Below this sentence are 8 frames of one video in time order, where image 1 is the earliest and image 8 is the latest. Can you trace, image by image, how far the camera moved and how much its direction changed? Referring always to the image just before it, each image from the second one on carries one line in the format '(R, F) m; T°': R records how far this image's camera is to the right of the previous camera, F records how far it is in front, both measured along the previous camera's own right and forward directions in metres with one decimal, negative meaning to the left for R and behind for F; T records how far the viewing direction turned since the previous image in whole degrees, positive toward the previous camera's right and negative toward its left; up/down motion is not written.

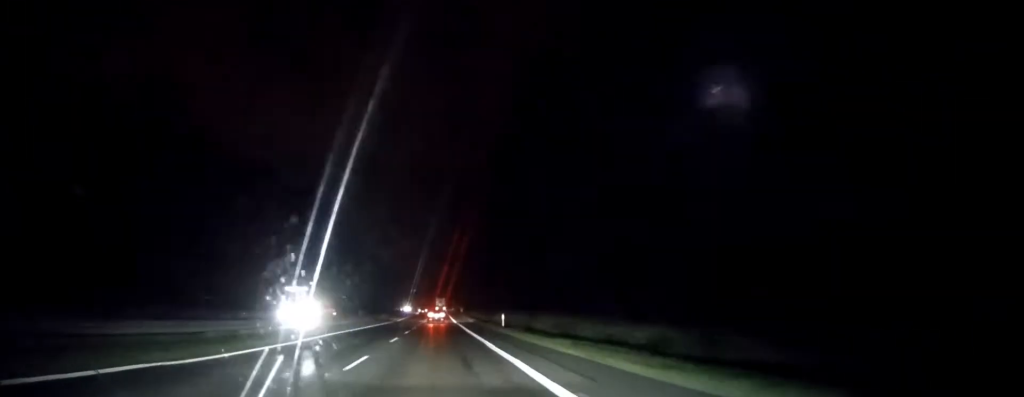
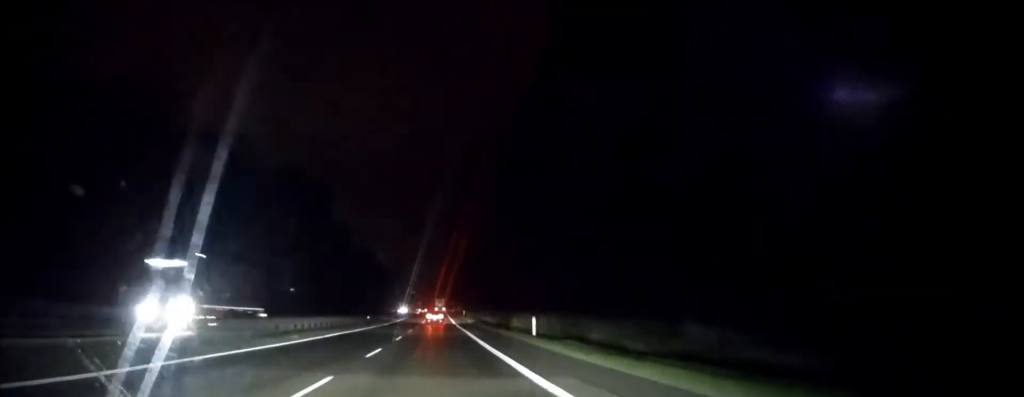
(0.0, +18.7) m; 0°
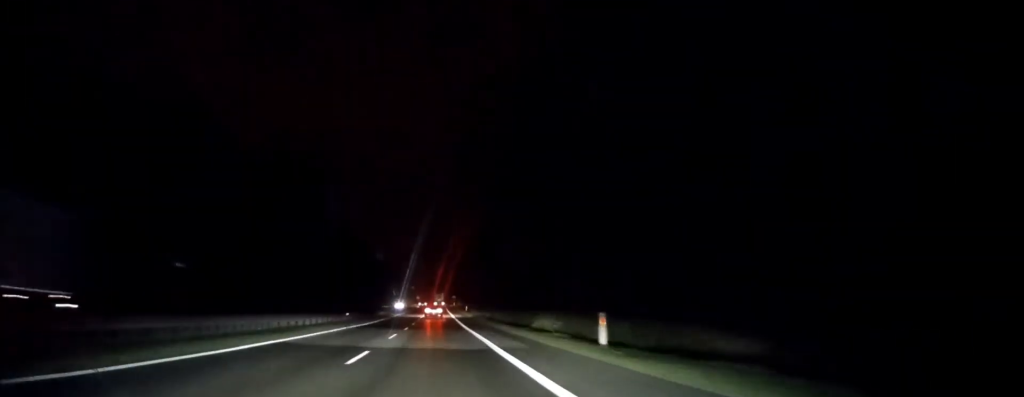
(0.0, +15.7) m; 0°
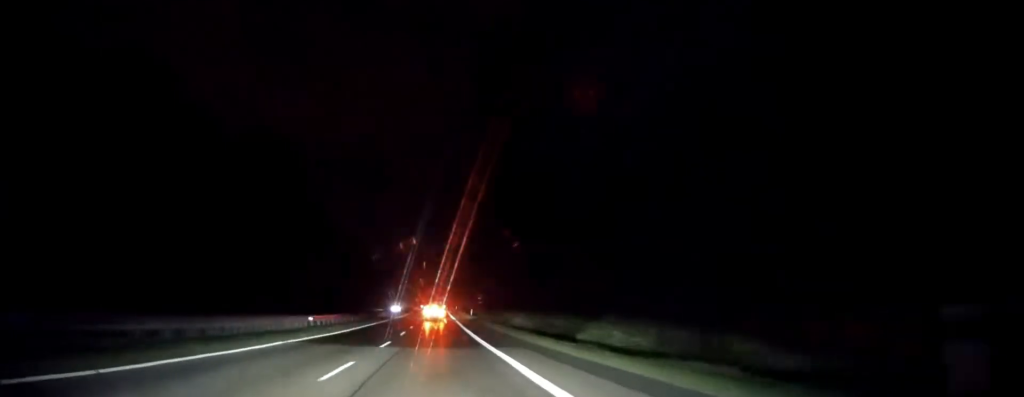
(-0.1, +15.7) m; 0°
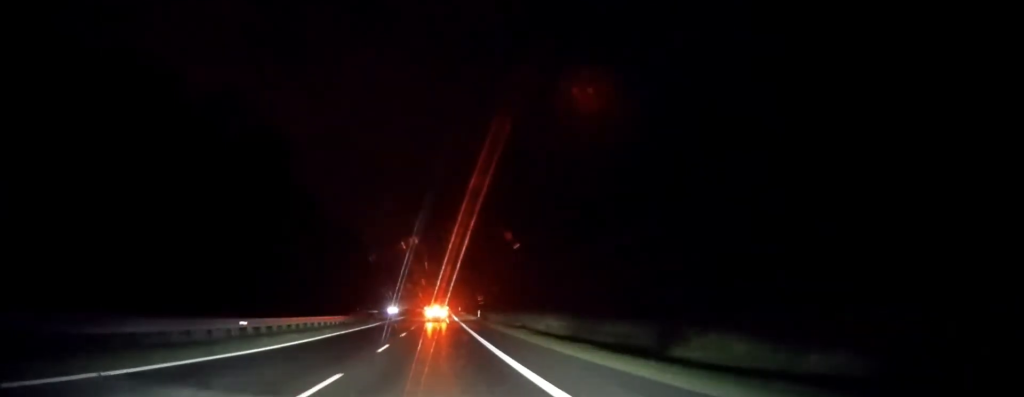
(-0.1, +13.7) m; 0°
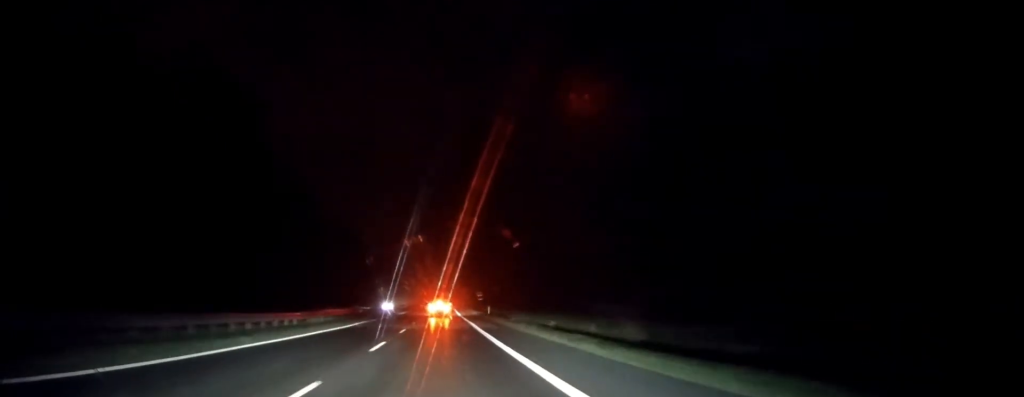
(0.0, +14.6) m; 0°
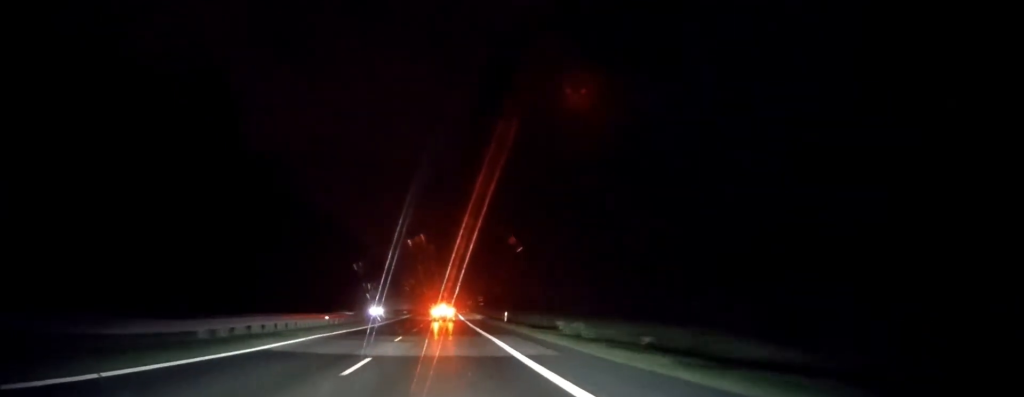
(0.0, +16.5) m; 0°
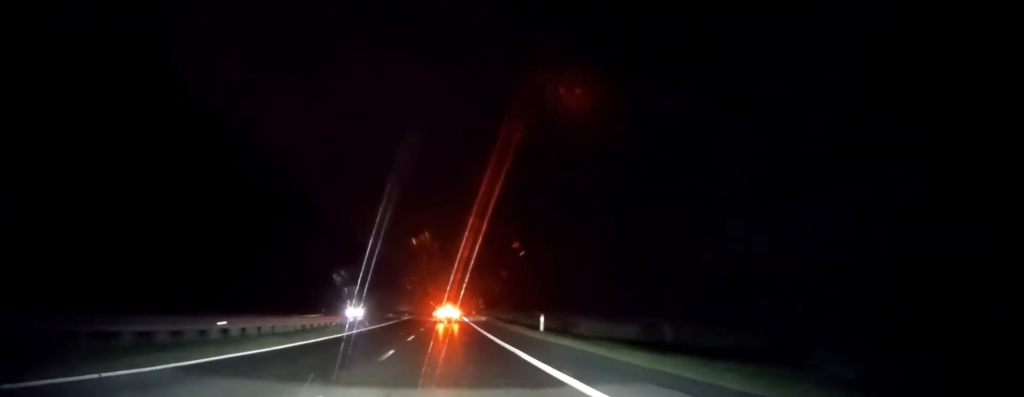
(+0.1, +19.2) m; 0°
